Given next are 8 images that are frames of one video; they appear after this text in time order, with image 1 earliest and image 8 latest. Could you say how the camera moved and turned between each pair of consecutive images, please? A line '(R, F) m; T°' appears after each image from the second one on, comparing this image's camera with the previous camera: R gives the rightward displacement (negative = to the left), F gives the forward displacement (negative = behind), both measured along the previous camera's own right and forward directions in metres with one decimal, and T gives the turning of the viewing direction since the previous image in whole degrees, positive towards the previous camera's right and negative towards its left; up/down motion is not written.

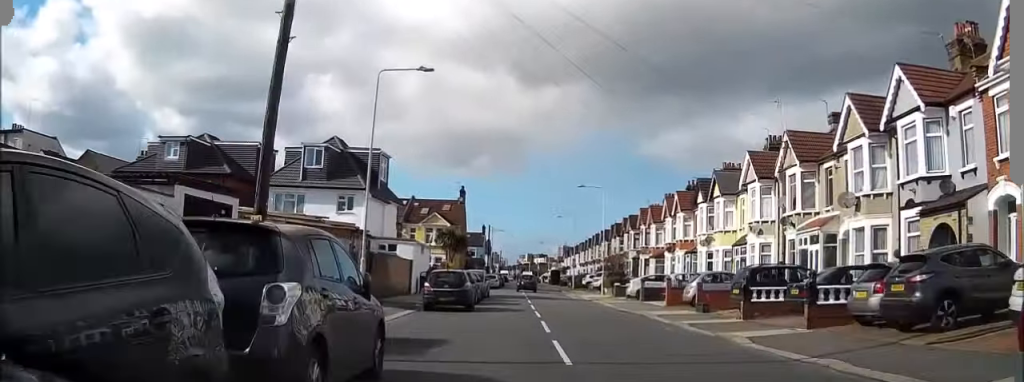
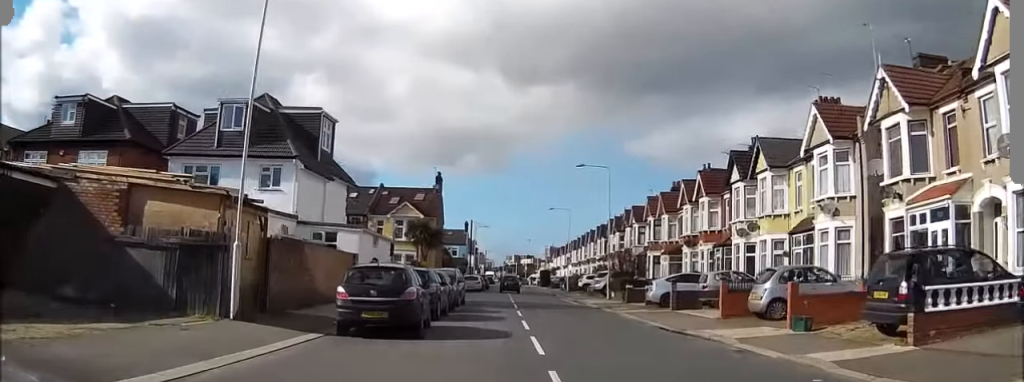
(+0.1, +11.1) m; +1°
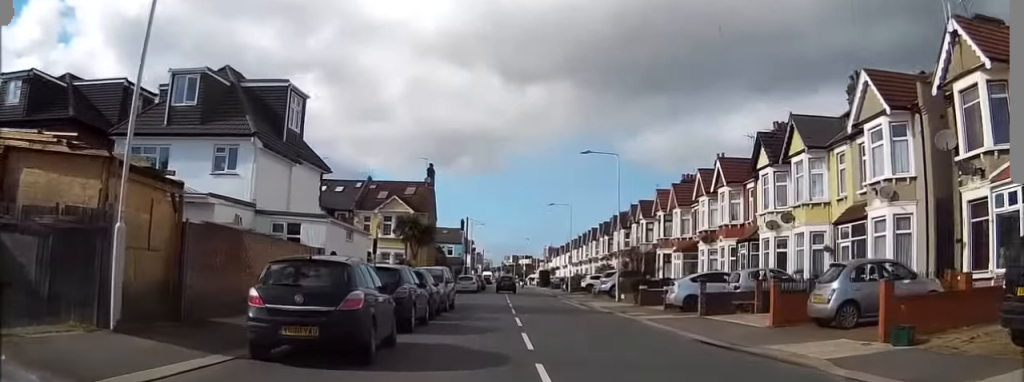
(0.0, +5.0) m; -1°
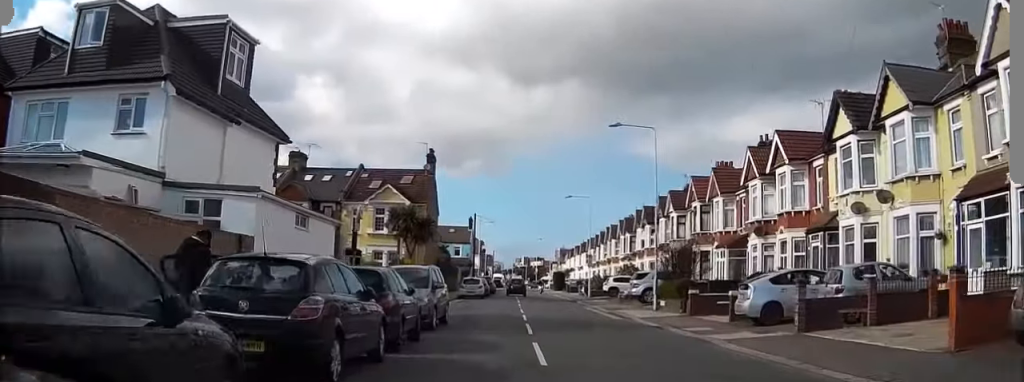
(-0.1, +7.9) m; -1°
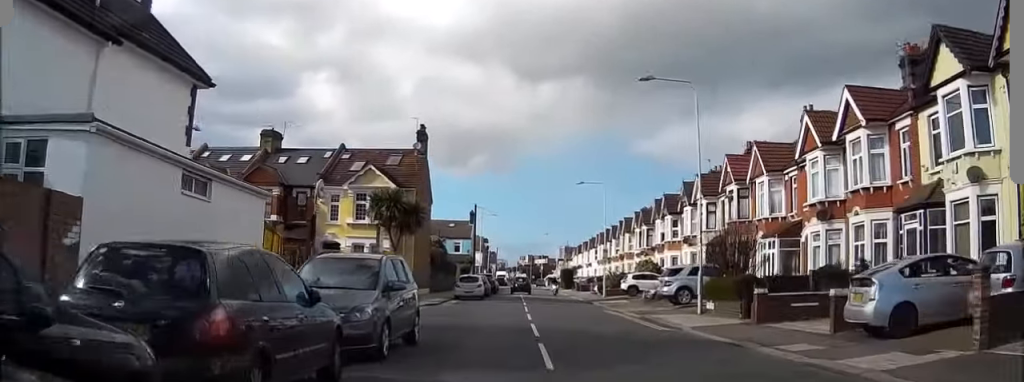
(-0.1, +7.3) m; -1°
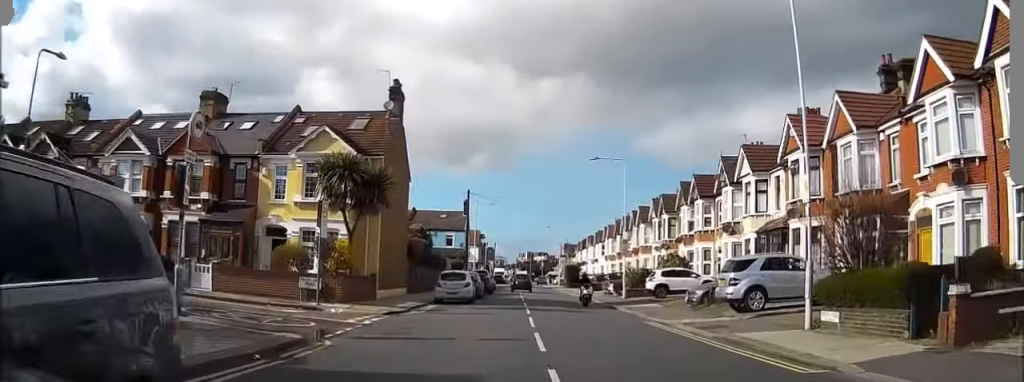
(0.0, +10.1) m; 0°
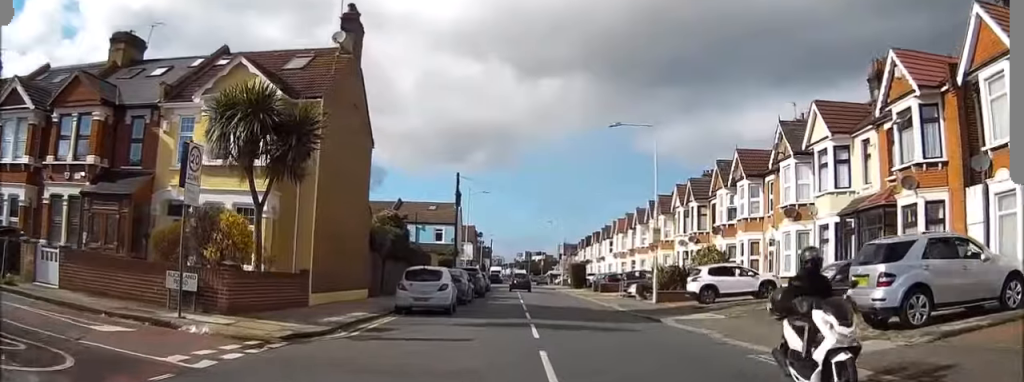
(+0.1, +10.2) m; +1°
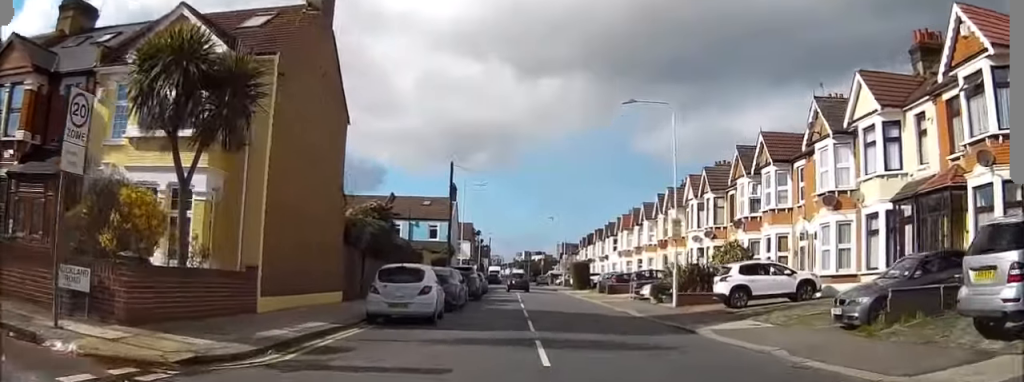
(0.0, +4.4) m; 0°
